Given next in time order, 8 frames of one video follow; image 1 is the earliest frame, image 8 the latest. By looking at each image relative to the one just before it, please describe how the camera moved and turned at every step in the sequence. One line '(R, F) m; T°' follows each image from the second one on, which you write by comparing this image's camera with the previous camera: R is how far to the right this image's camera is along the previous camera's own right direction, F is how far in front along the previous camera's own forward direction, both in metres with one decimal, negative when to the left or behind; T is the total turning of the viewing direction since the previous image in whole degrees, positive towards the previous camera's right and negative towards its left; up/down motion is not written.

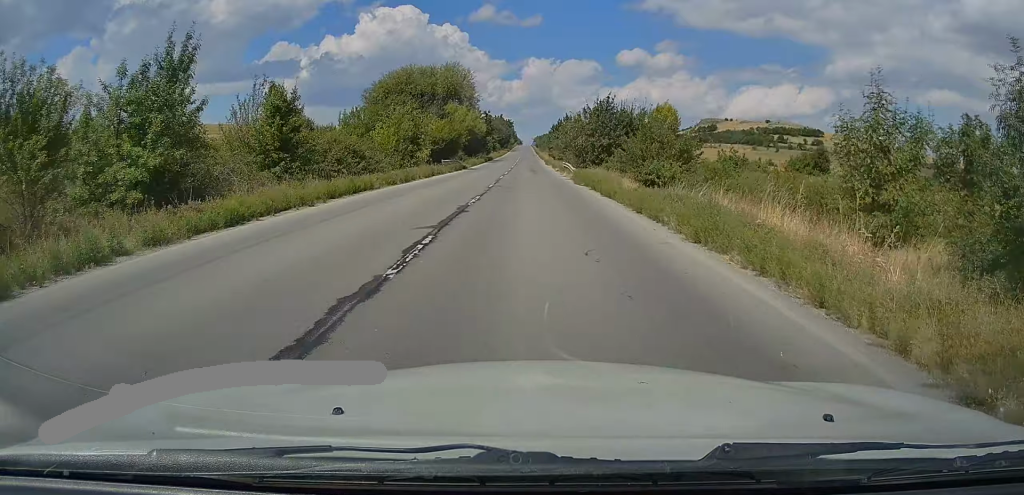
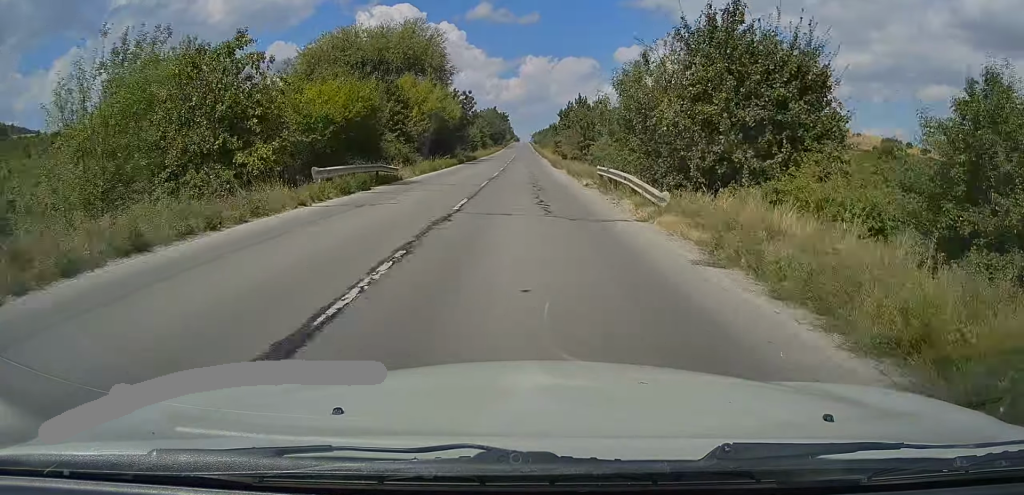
(0.0, +28.6) m; +1°
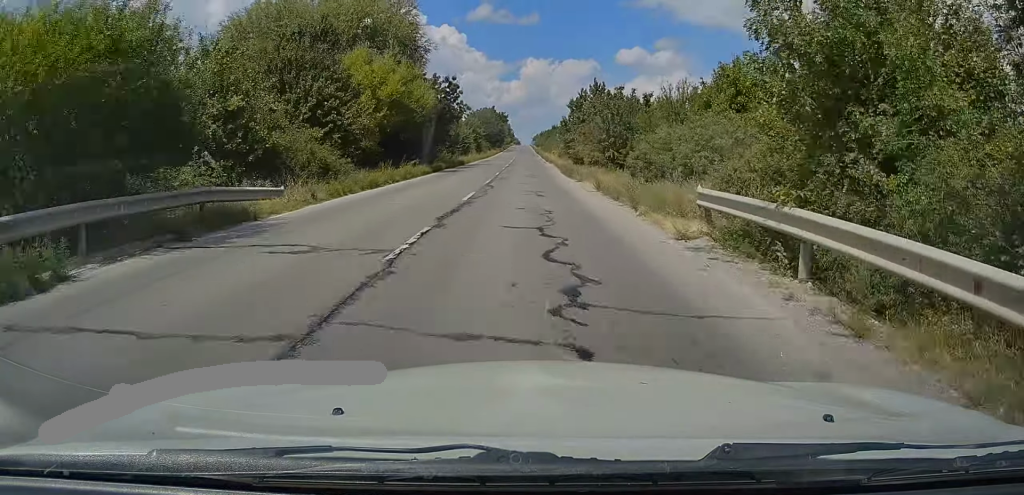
(+0.1, +15.5) m; 0°
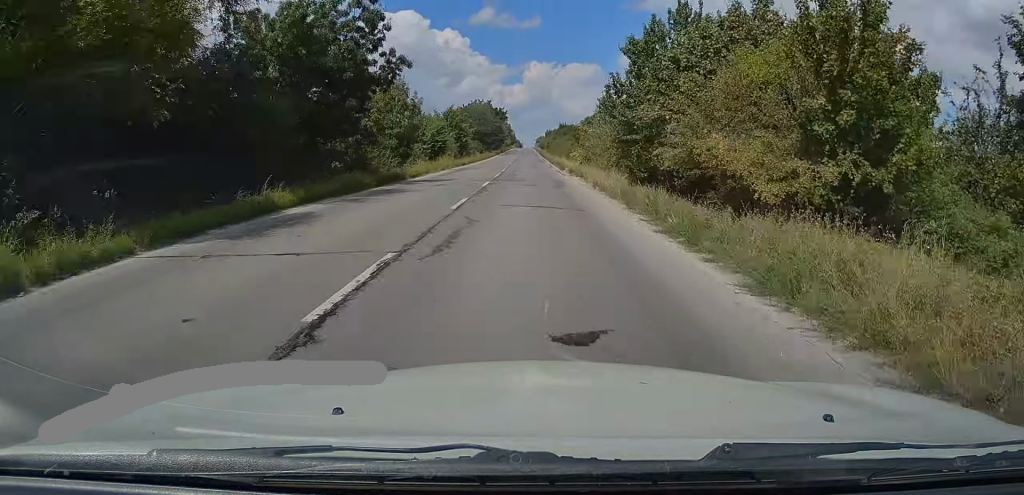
(+0.1, +29.4) m; 0°
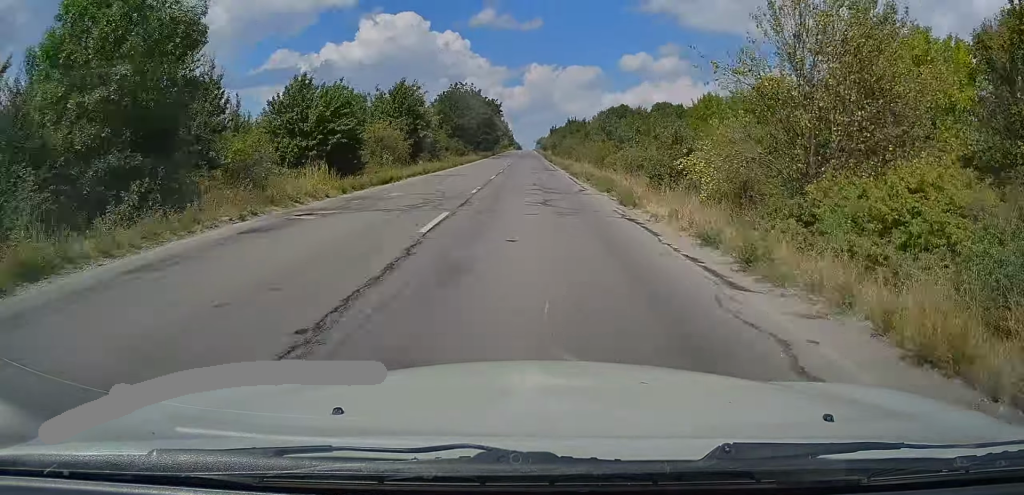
(+0.1, +31.2) m; 0°
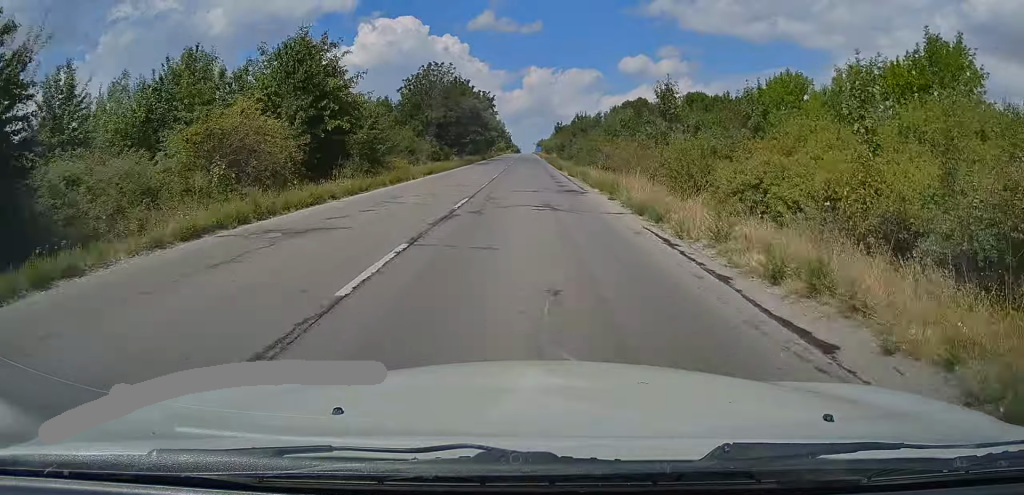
(-0.2, +22.1) m; 0°
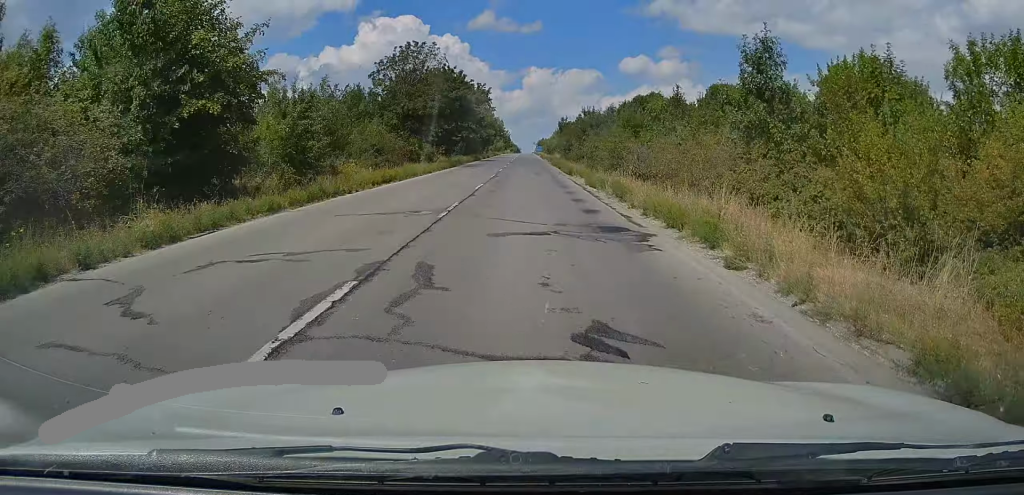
(0.0, +11.4) m; 0°
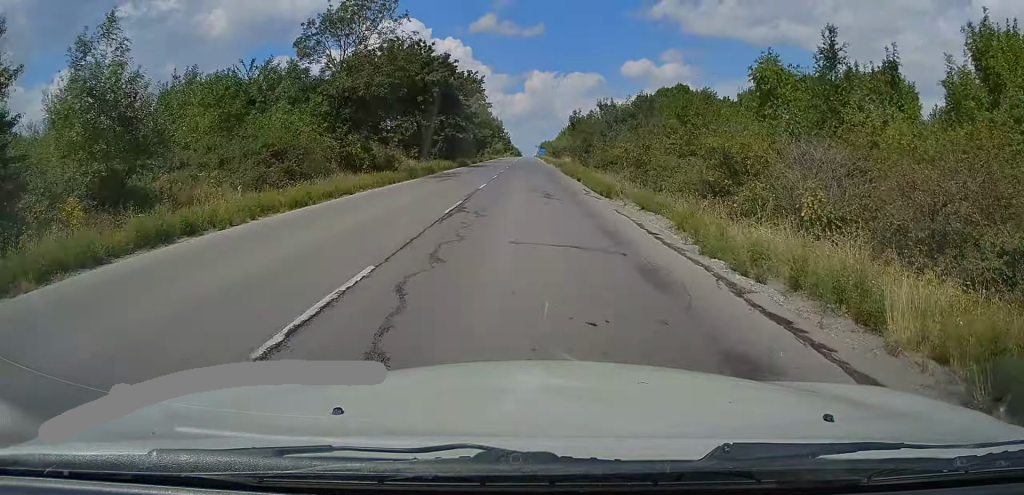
(0.0, +17.1) m; 0°
